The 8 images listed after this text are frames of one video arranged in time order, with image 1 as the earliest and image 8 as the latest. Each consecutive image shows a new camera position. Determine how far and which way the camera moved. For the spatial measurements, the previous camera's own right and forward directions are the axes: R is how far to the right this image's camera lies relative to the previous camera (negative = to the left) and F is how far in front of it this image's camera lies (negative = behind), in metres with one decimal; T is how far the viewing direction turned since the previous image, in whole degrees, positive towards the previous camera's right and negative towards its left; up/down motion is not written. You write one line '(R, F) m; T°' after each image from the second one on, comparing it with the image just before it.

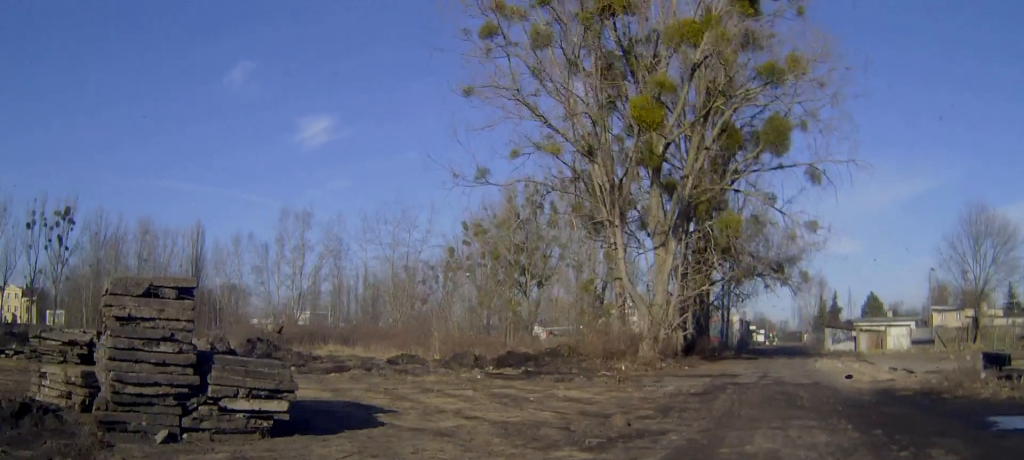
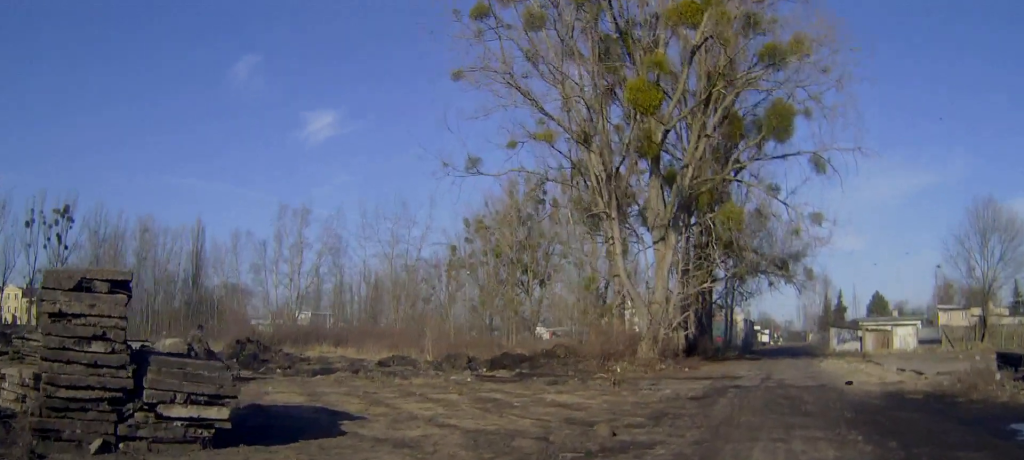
(0.0, +1.4) m; -1°
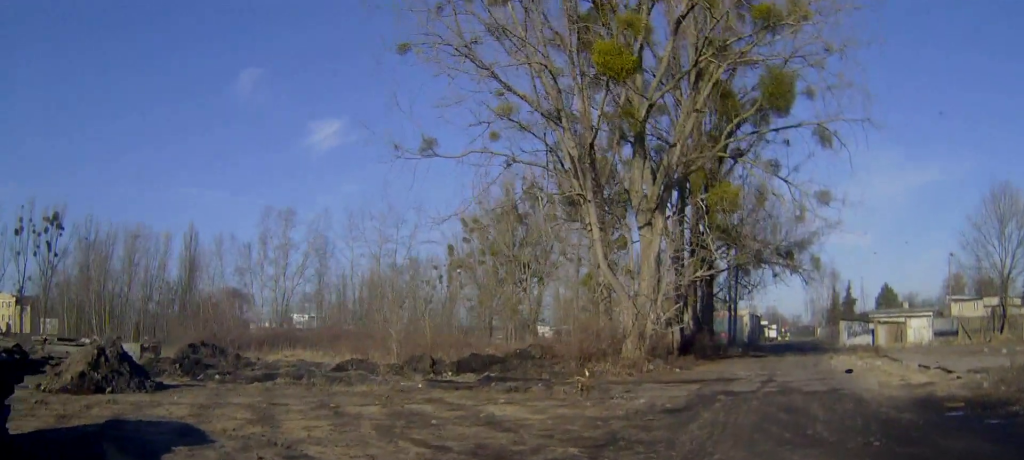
(-0.1, +4.4) m; -1°
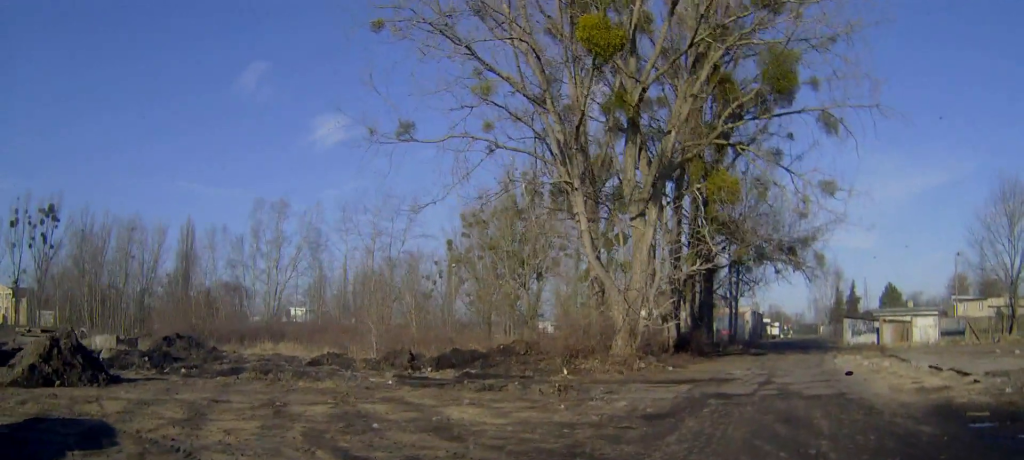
(0.0, +2.0) m; +1°
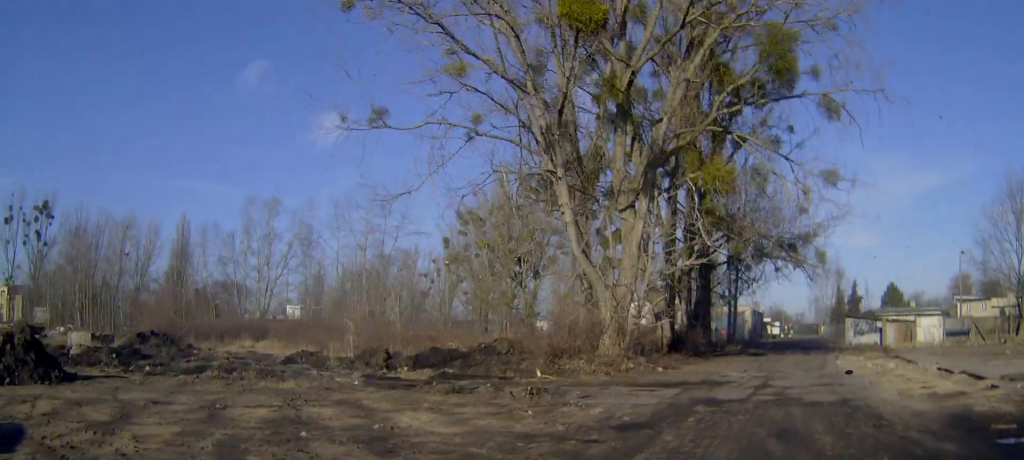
(0.0, +1.7) m; 0°
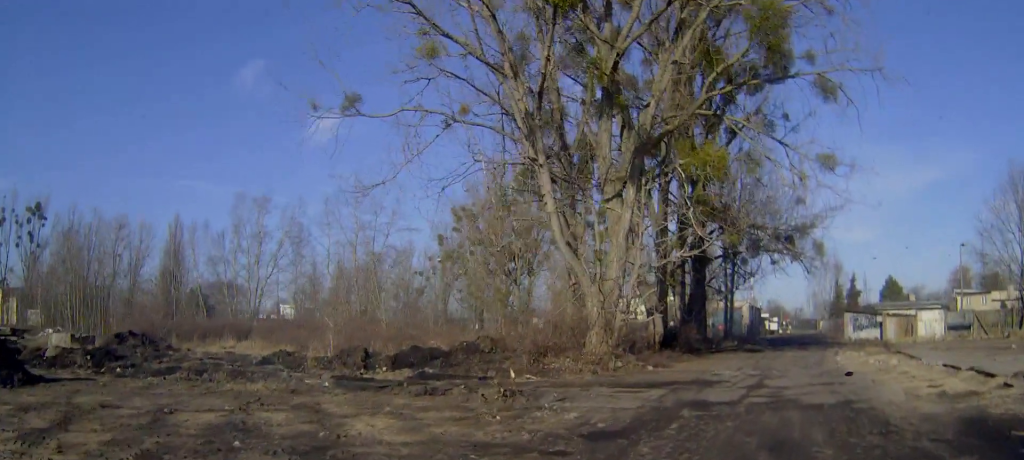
(0.0, +1.3) m; 0°
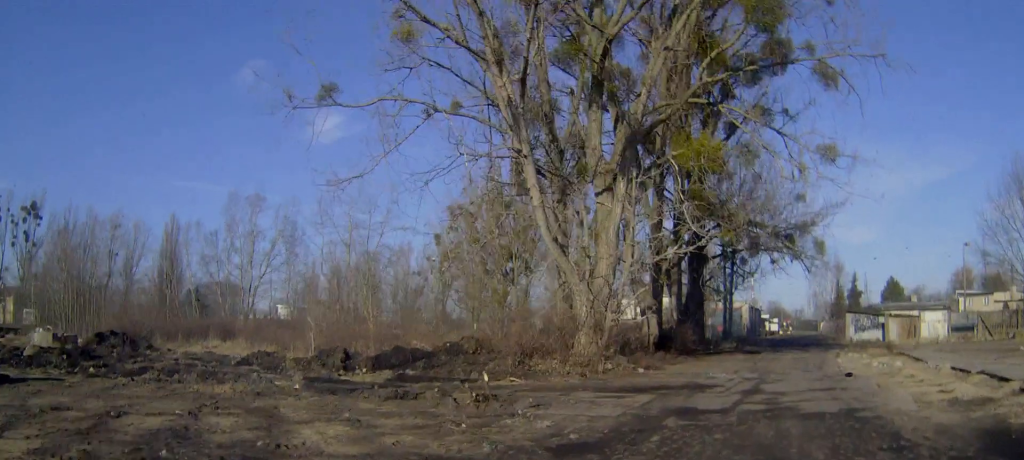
(0.0, +1.2) m; 0°
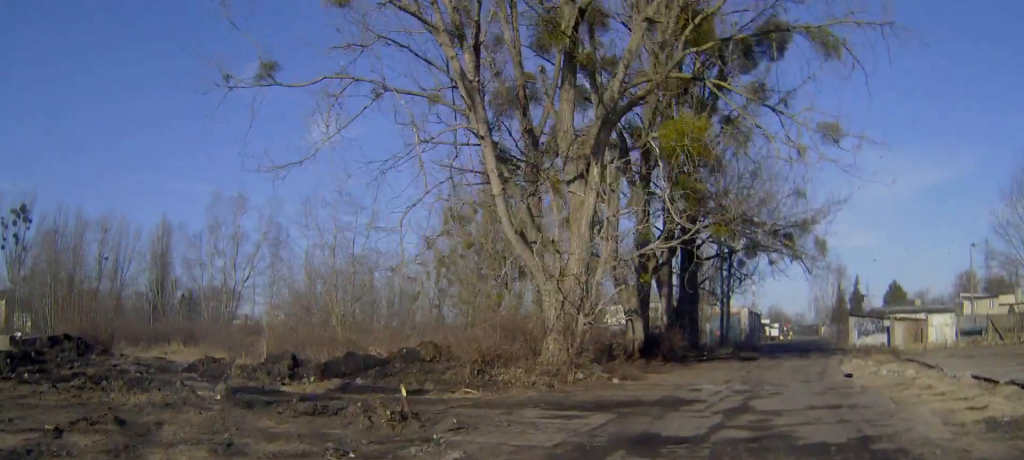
(0.0, +2.8) m; +1°
